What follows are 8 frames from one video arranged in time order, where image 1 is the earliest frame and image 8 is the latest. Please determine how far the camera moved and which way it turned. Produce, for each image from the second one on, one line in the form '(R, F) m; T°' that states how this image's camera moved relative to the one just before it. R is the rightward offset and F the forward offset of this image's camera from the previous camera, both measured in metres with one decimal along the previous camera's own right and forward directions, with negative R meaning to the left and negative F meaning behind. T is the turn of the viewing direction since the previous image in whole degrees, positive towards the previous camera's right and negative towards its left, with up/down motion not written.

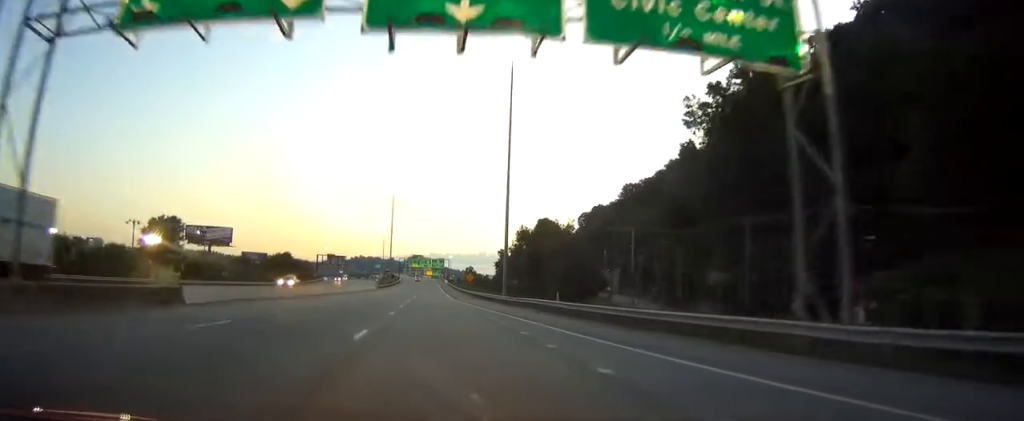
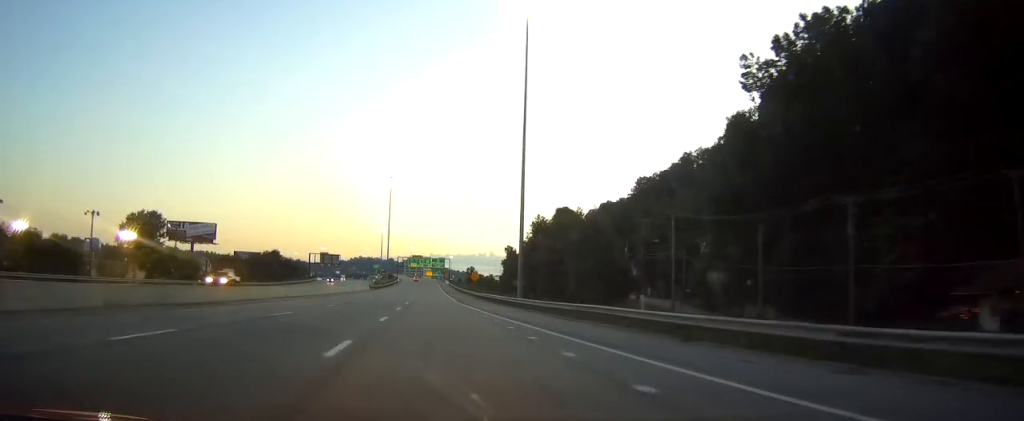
(0.0, +15.6) m; 0°
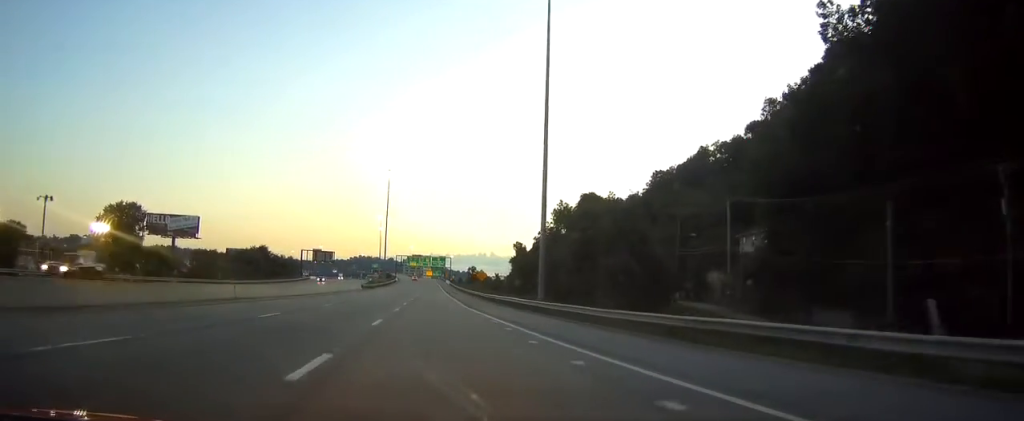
(0.0, +14.6) m; 0°
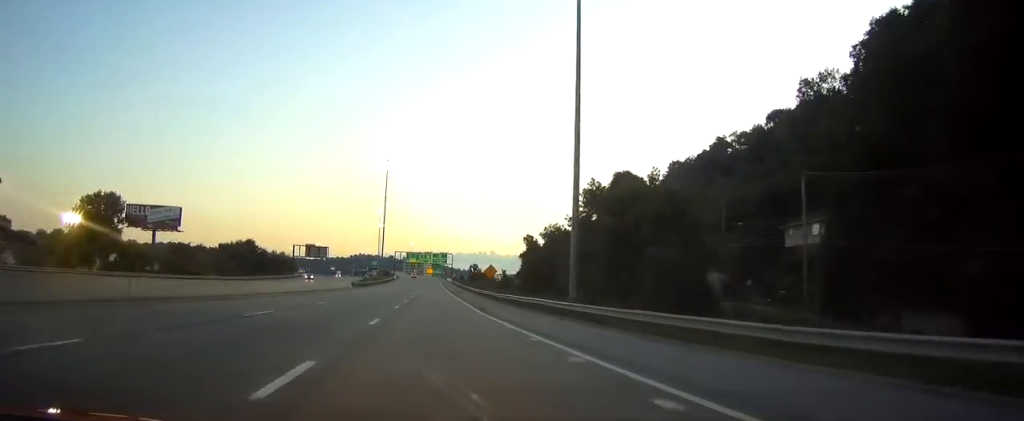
(0.0, +13.6) m; 0°
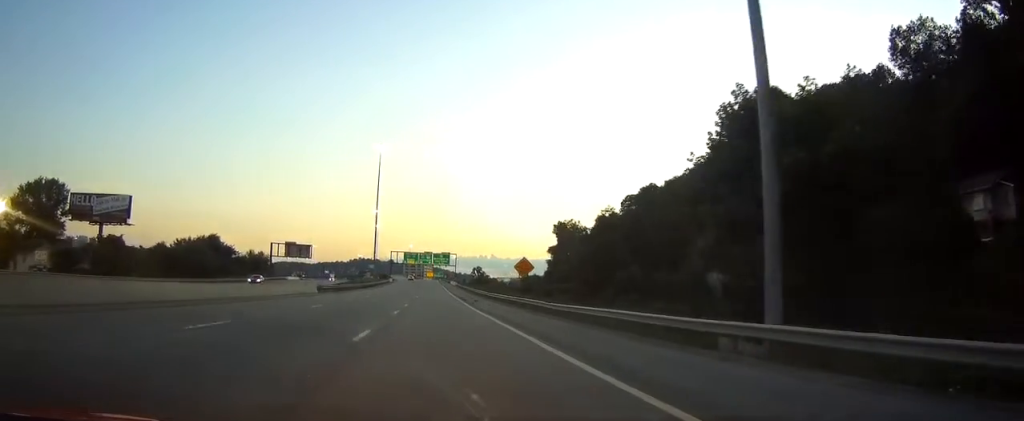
(0.0, +29.1) m; 0°
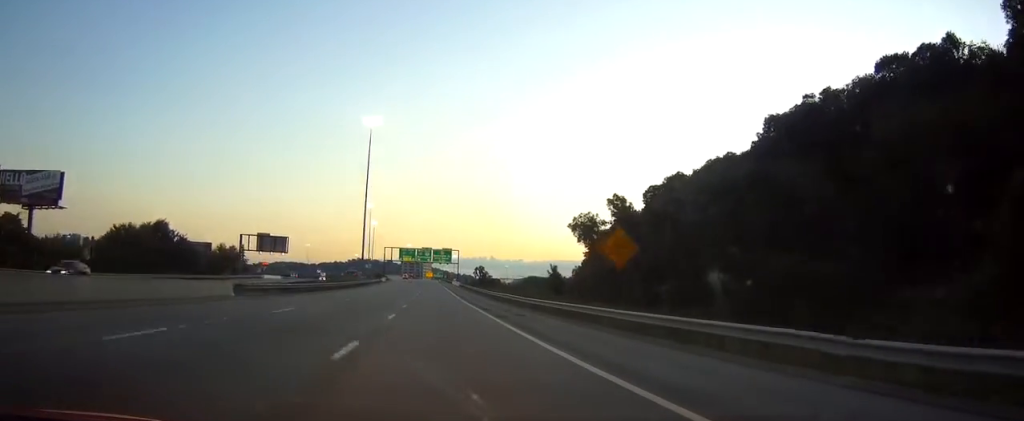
(0.0, +28.0) m; 0°
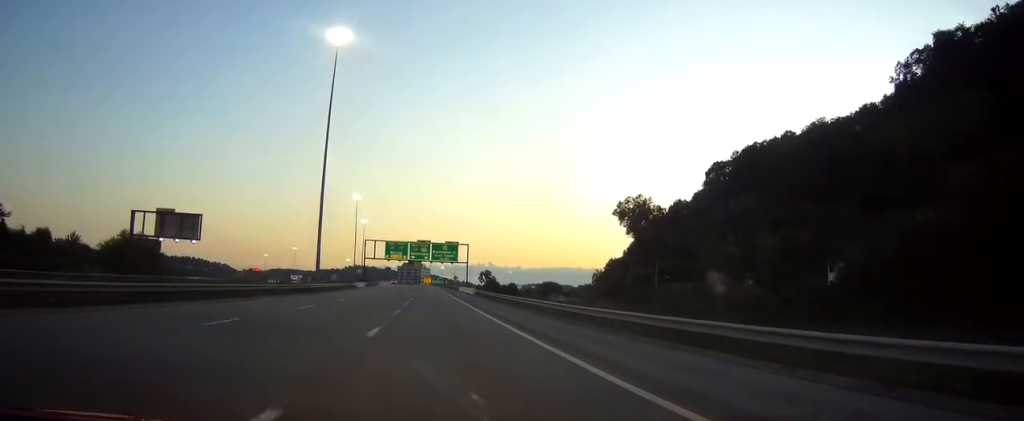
(0.0, +55.8) m; 0°
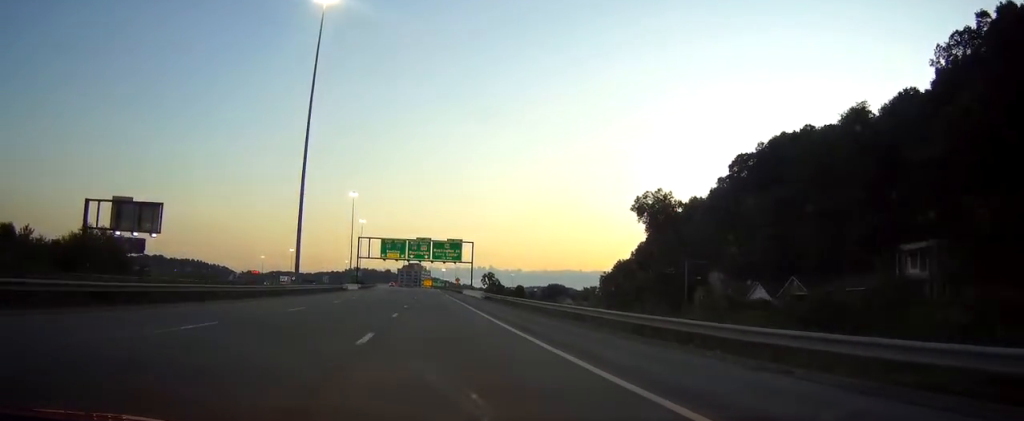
(+0.1, +14.4) m; 0°
